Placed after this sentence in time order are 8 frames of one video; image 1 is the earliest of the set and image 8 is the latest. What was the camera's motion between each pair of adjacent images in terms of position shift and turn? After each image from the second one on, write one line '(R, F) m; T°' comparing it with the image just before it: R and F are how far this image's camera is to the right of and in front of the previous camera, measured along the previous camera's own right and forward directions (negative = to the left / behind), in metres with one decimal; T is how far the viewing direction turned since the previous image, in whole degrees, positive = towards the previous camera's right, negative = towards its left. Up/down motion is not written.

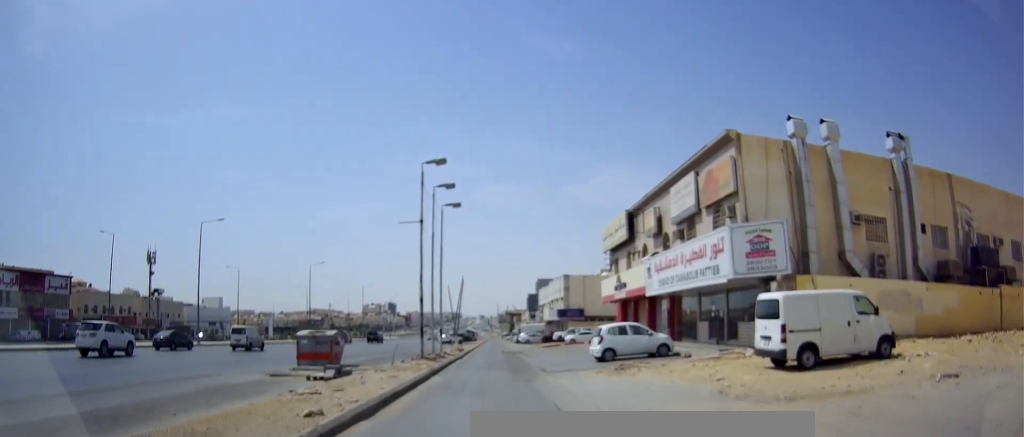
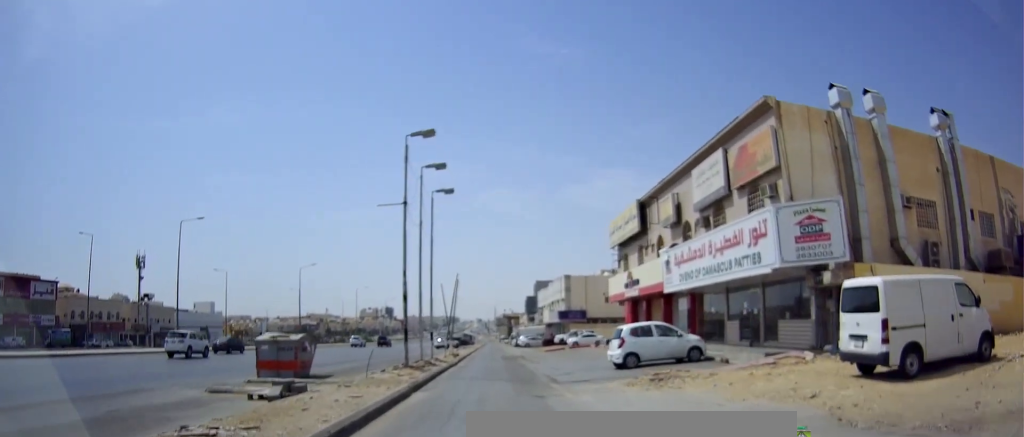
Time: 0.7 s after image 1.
(-0.1, +3.9) m; 0°
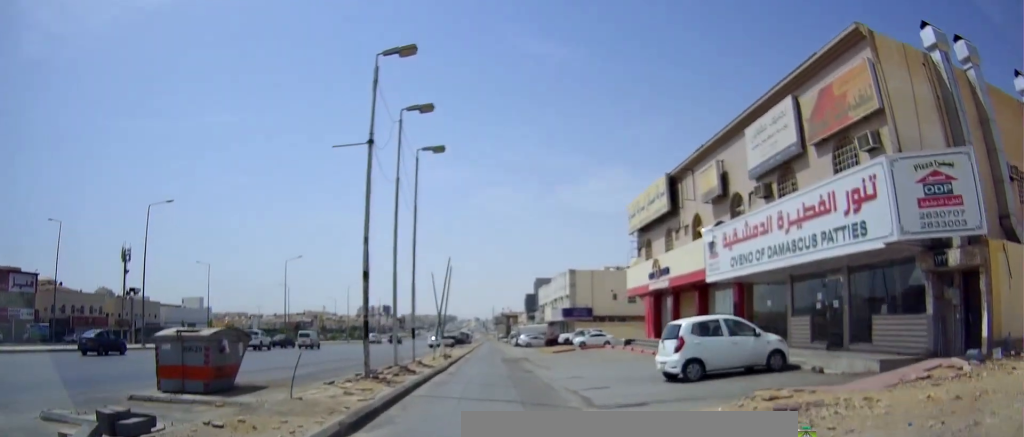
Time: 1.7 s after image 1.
(+0.1, +6.0) m; +1°
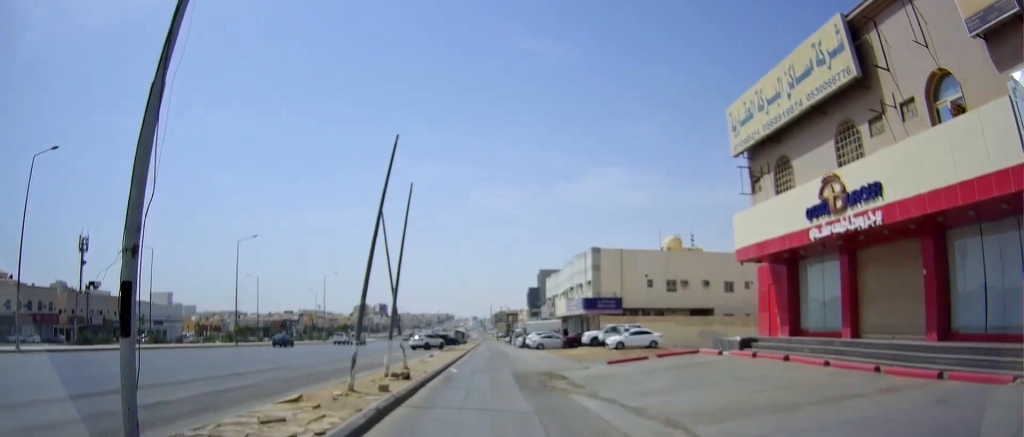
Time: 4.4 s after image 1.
(+0.4, +17.2) m; -1°
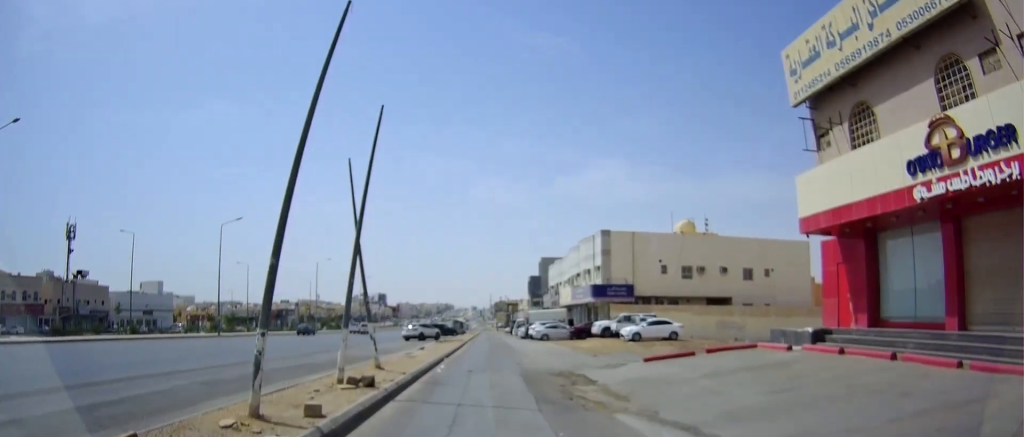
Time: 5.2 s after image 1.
(-0.2, +4.9) m; -1°
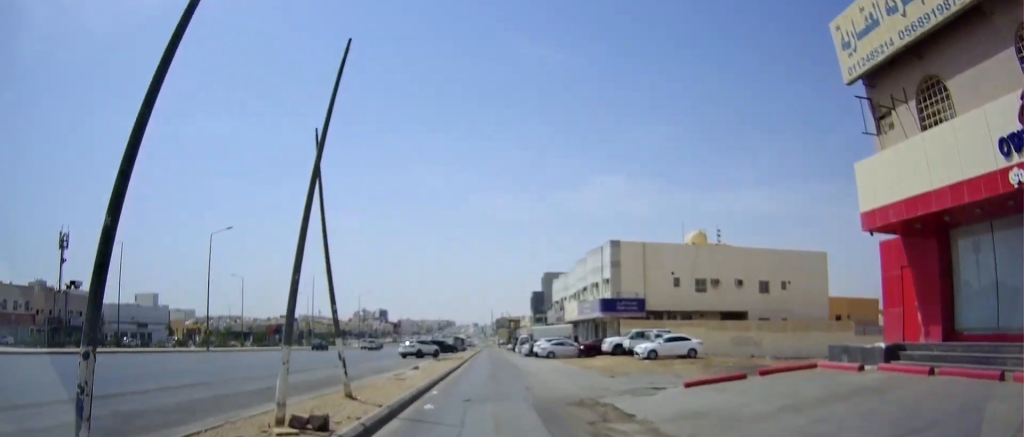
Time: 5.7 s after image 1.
(-0.1, +3.2) m; +3°
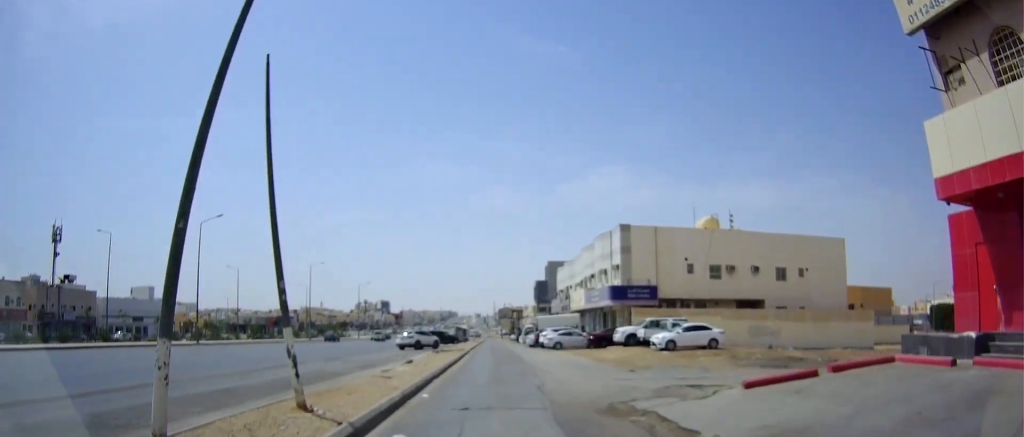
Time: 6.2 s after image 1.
(0.0, +2.9) m; +1°
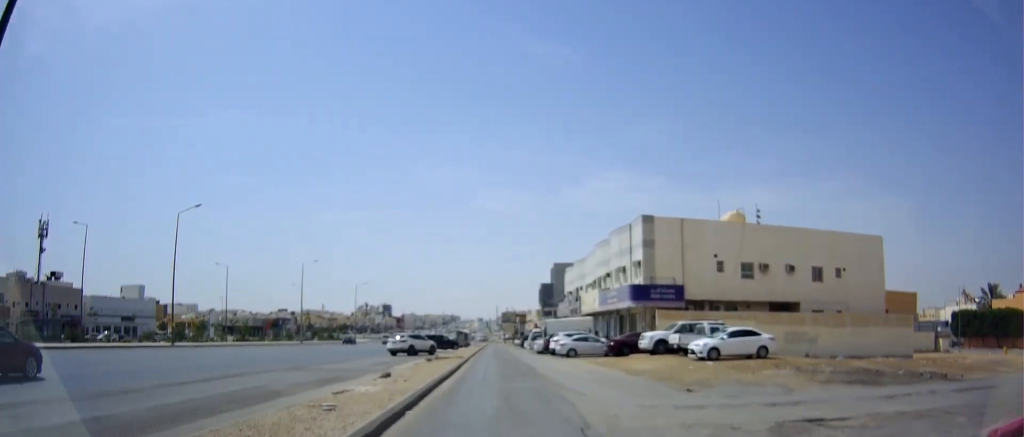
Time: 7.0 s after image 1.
(+0.5, +5.6) m; 0°
